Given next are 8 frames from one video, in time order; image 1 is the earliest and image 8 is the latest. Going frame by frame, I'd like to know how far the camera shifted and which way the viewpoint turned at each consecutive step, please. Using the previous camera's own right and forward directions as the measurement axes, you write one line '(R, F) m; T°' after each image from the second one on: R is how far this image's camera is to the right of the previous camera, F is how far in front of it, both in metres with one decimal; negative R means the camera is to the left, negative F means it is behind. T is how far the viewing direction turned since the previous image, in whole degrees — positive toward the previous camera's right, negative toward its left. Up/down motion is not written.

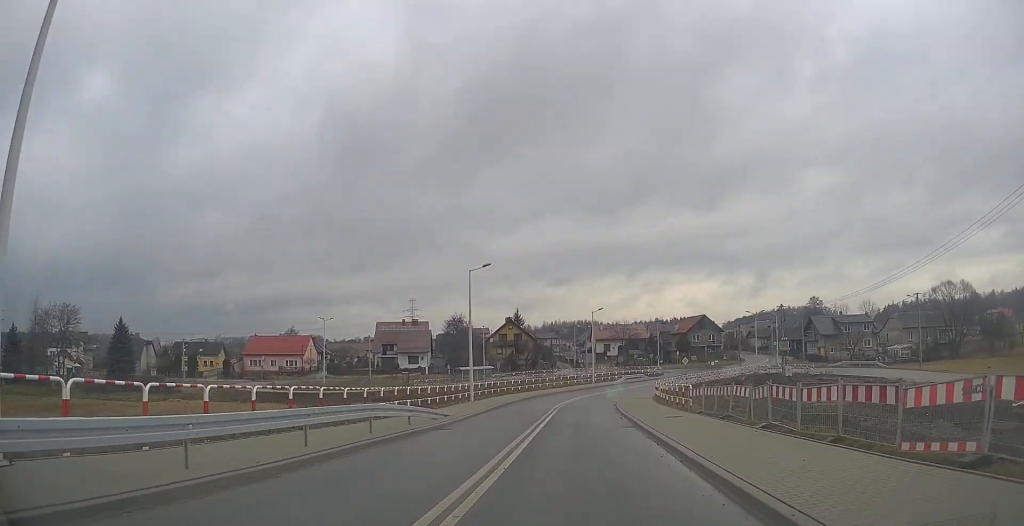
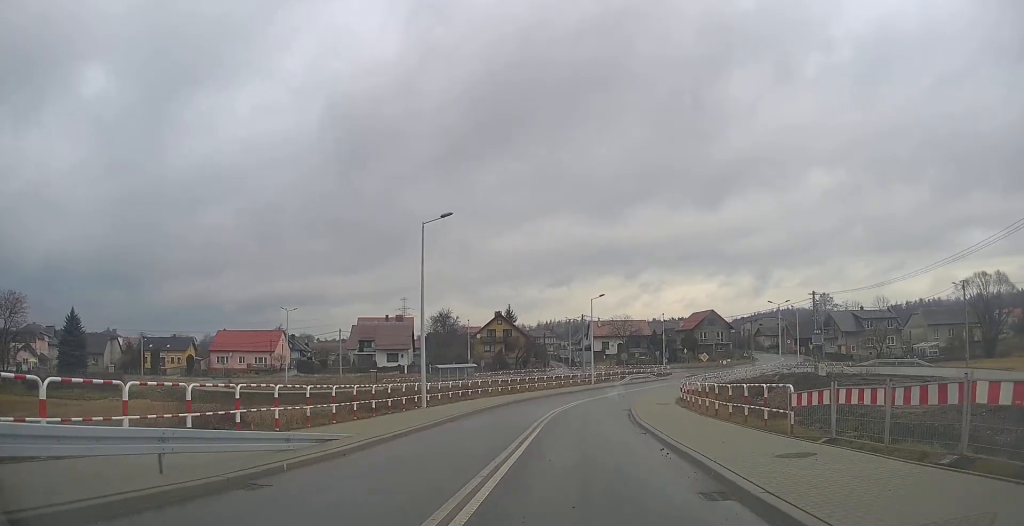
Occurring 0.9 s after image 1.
(-0.2, +12.5) m; -1°
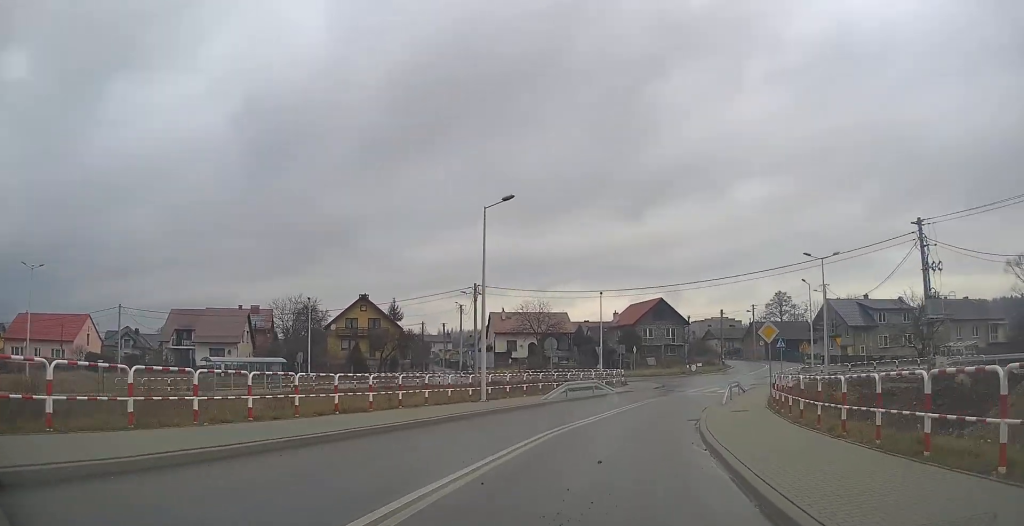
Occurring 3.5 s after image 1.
(+0.8, +35.8) m; +6°
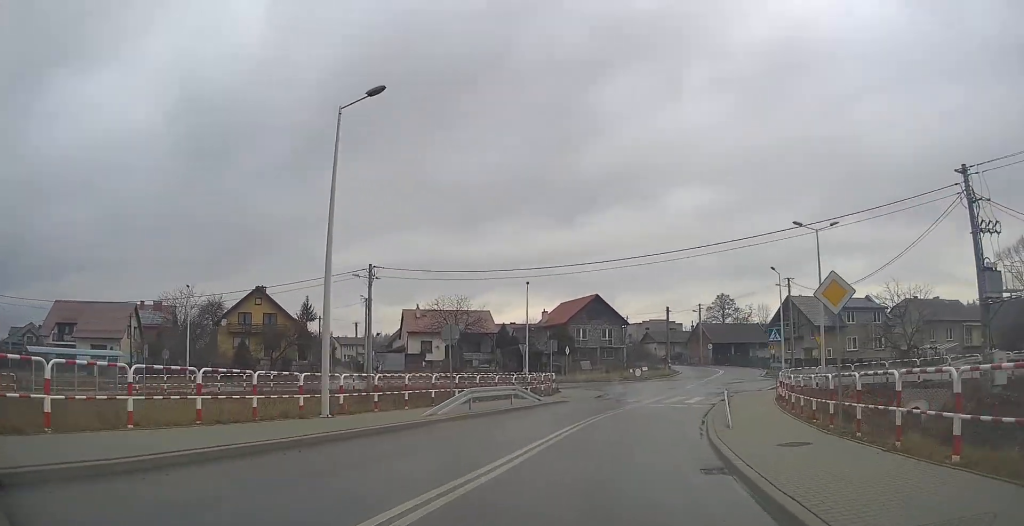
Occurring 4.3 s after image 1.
(+0.4, +11.3) m; +5°
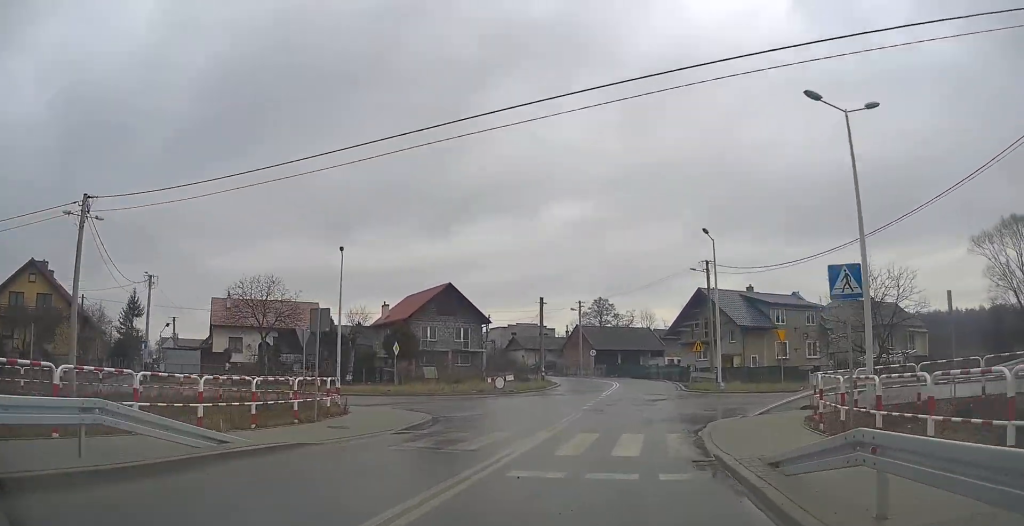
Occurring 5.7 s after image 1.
(+1.4, +18.4) m; +11°
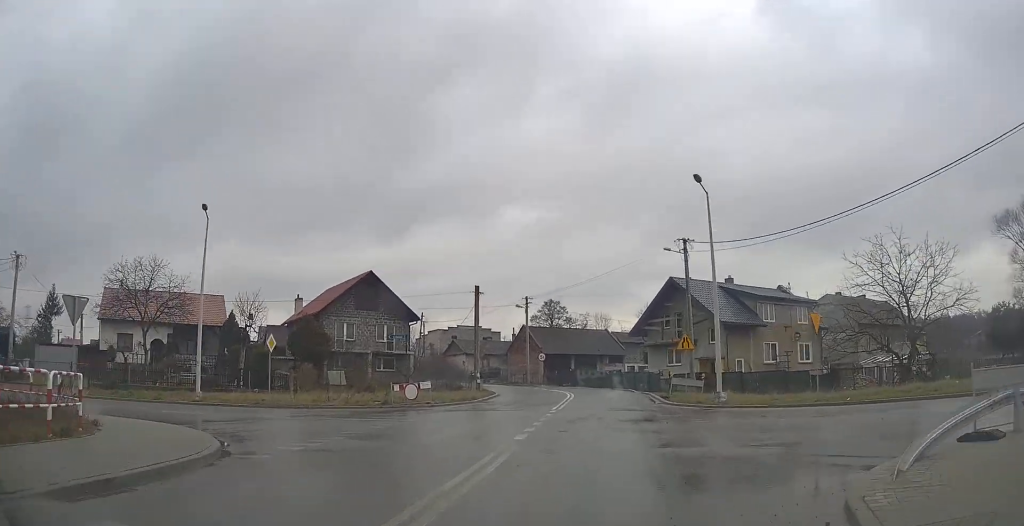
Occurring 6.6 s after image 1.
(+0.7, +11.0) m; +6°
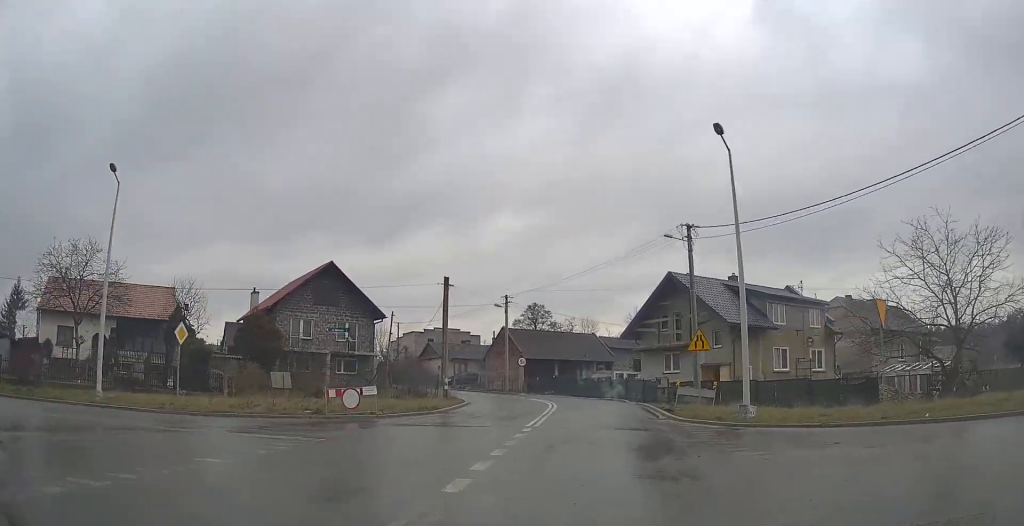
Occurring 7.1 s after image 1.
(+0.2, +6.2) m; +2°
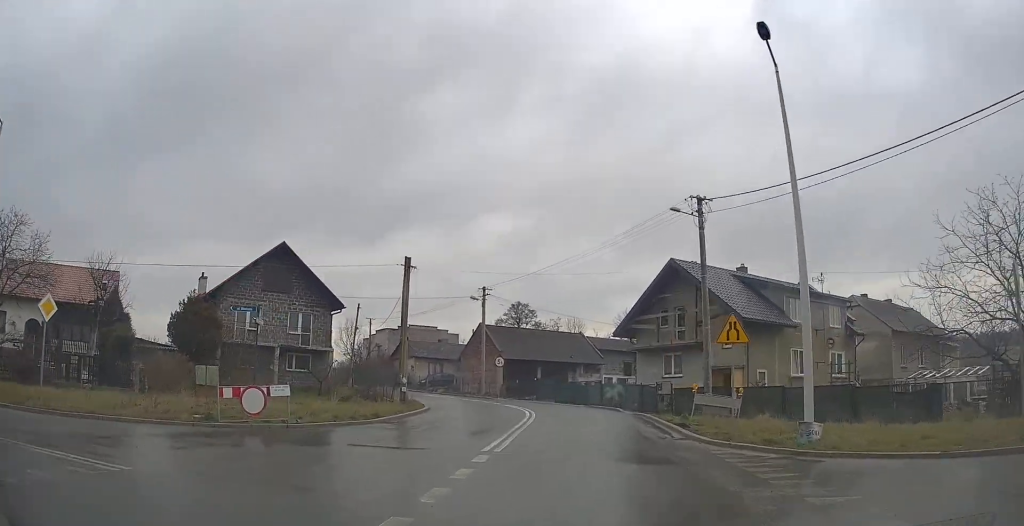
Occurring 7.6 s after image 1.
(+0.1, +6.6) m; +2°
